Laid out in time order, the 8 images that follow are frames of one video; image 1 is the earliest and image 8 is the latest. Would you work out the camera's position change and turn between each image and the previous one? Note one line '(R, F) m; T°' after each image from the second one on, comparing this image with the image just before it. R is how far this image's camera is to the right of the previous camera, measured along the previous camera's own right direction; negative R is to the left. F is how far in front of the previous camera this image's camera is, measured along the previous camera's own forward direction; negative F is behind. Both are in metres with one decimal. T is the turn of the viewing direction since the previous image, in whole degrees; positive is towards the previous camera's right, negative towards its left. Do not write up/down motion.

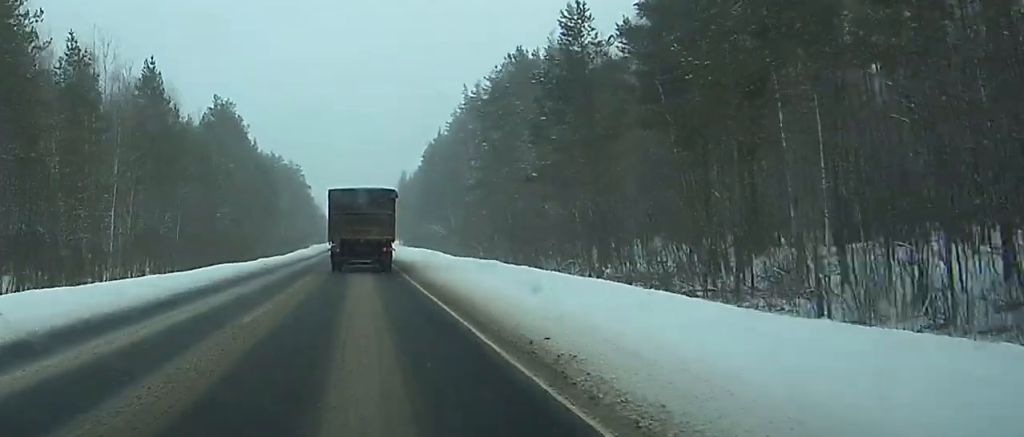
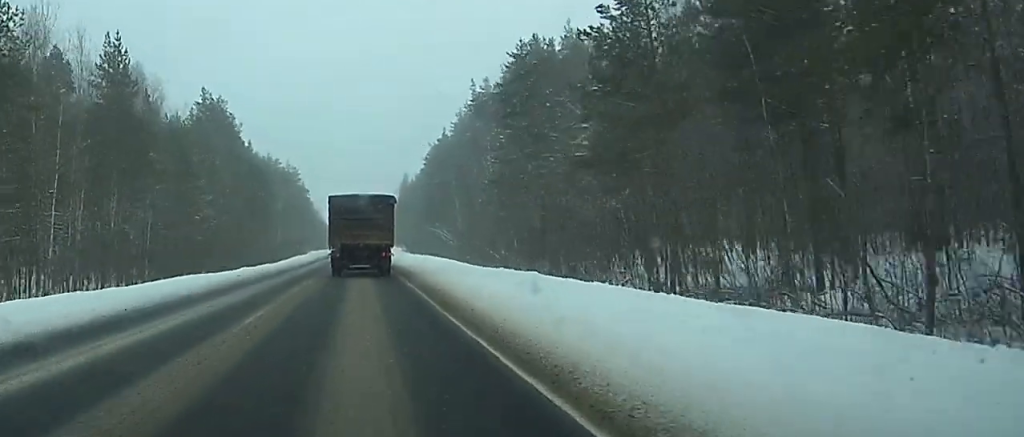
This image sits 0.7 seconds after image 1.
(-0.3, +11.9) m; -2°
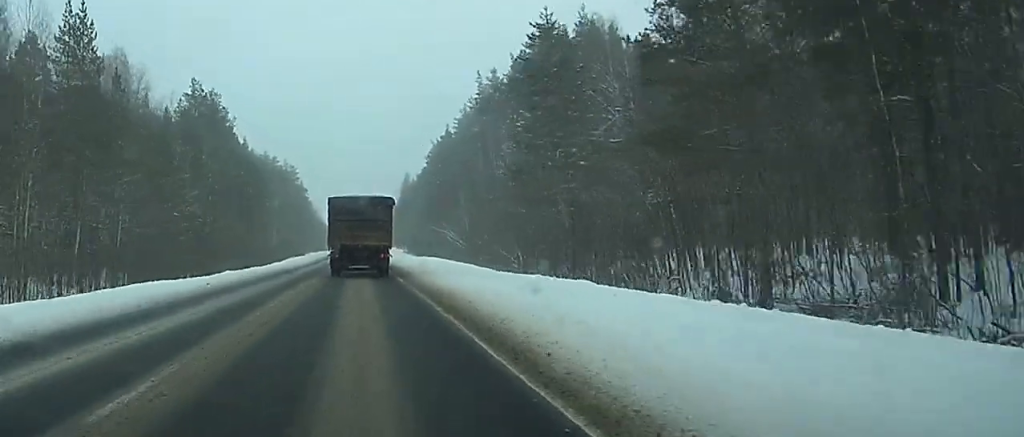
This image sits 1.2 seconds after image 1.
(-0.1, +8.9) m; -1°
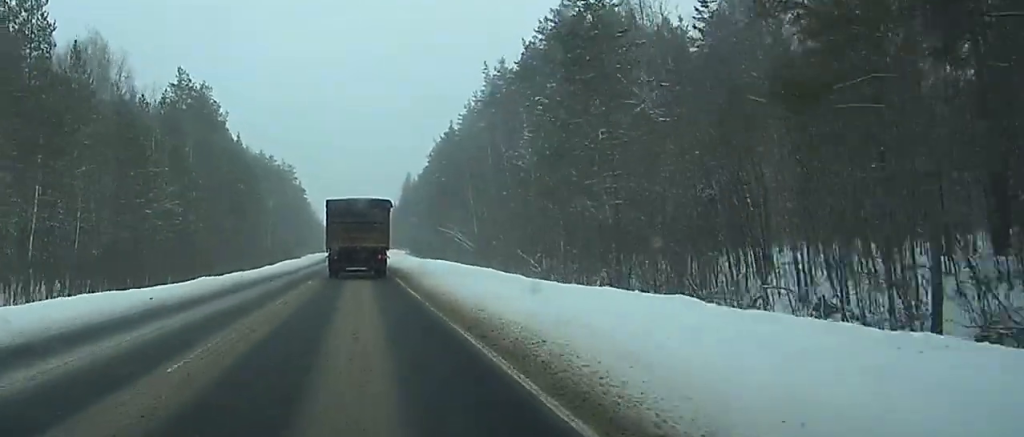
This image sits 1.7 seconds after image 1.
(-0.1, +9.3) m; 0°
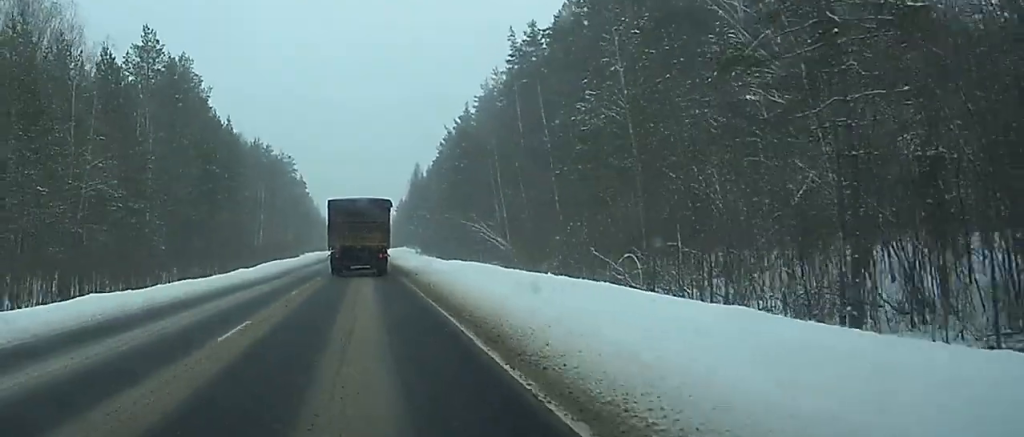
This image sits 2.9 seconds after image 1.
(-0.1, +20.9) m; 0°
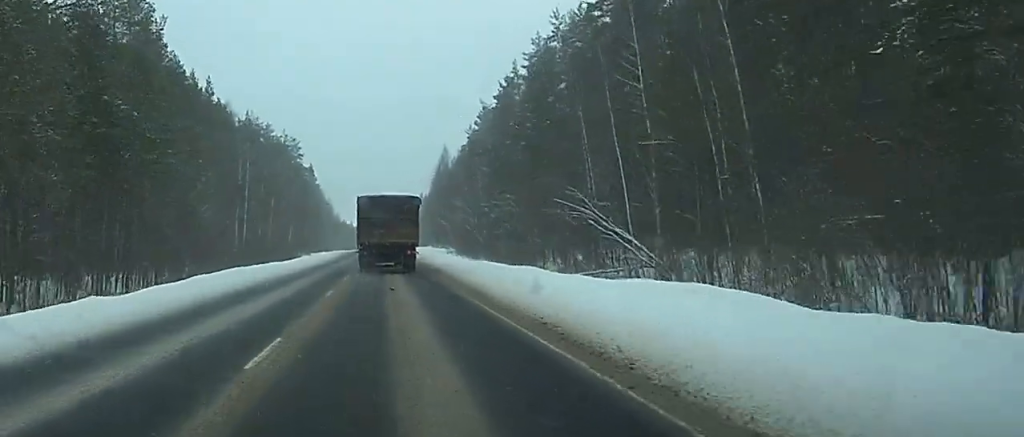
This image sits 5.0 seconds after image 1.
(0.0, +37.3) m; -1°
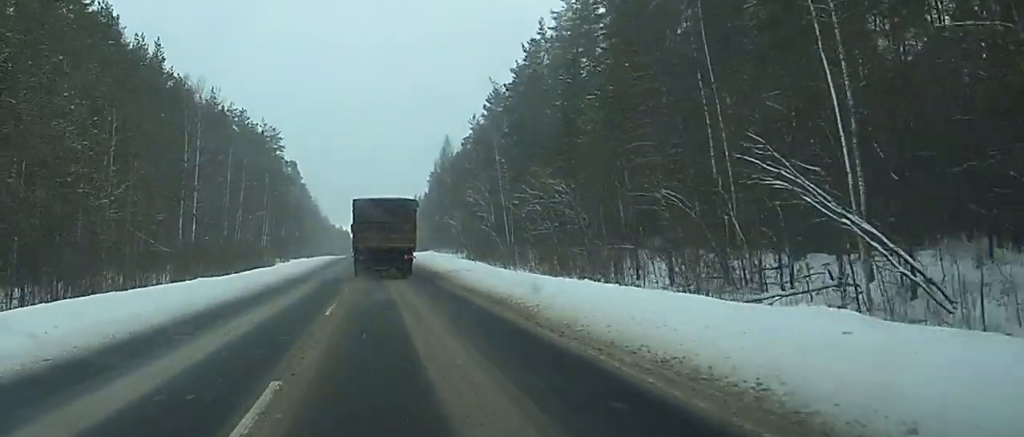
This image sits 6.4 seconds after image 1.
(-0.5, +26.2) m; -1°
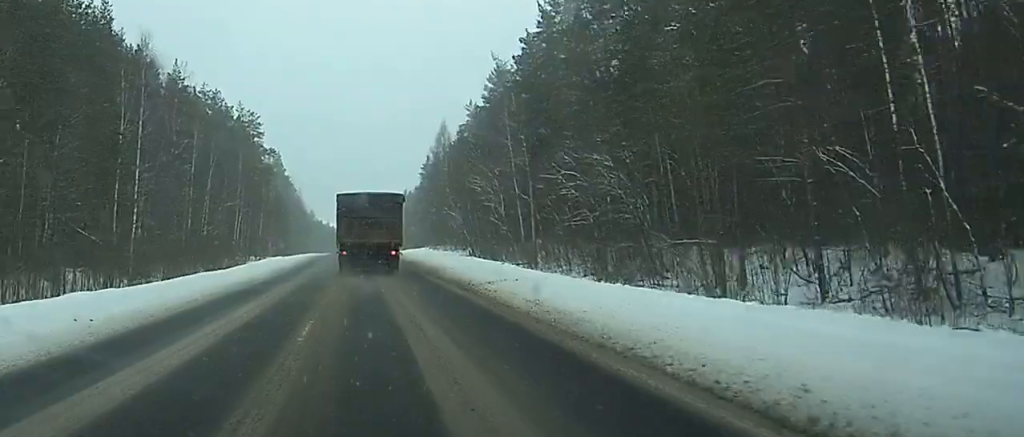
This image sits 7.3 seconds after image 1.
(+0.1, +16.8) m; 0°
